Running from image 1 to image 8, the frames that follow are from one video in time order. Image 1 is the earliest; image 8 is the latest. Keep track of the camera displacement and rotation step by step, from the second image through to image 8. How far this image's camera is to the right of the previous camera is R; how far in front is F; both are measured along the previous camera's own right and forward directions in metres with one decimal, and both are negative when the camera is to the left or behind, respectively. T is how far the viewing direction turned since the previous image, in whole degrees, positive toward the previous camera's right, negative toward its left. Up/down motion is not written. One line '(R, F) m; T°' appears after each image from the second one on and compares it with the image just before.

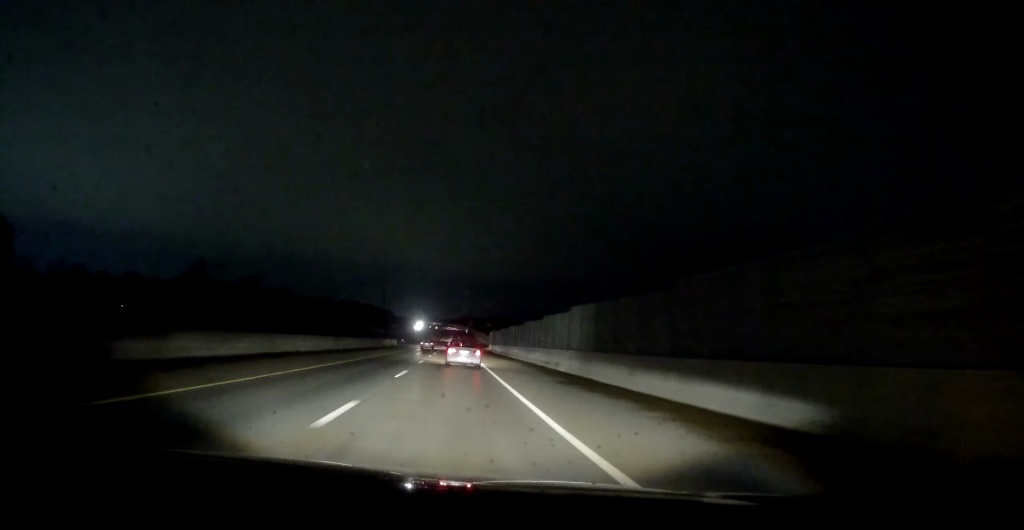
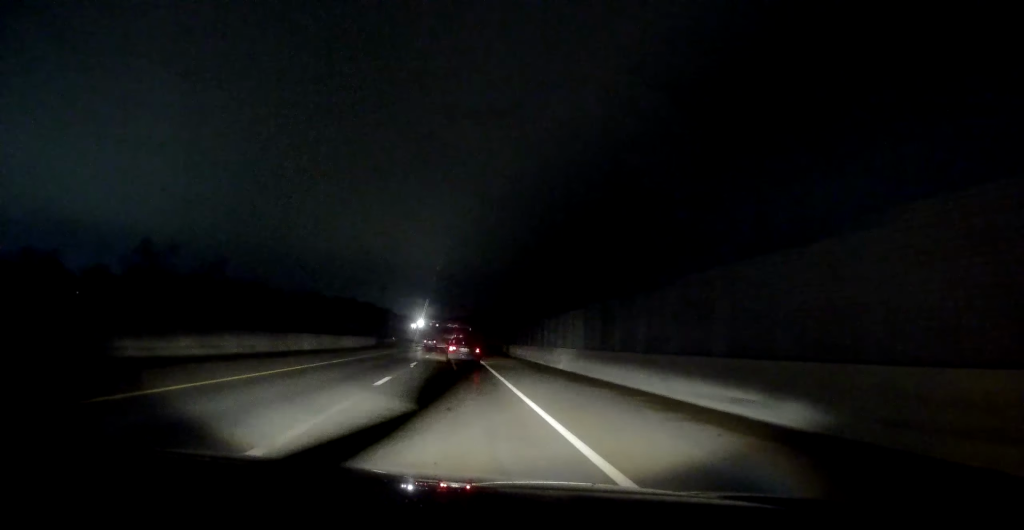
(+0.1, +29.4) m; +1°
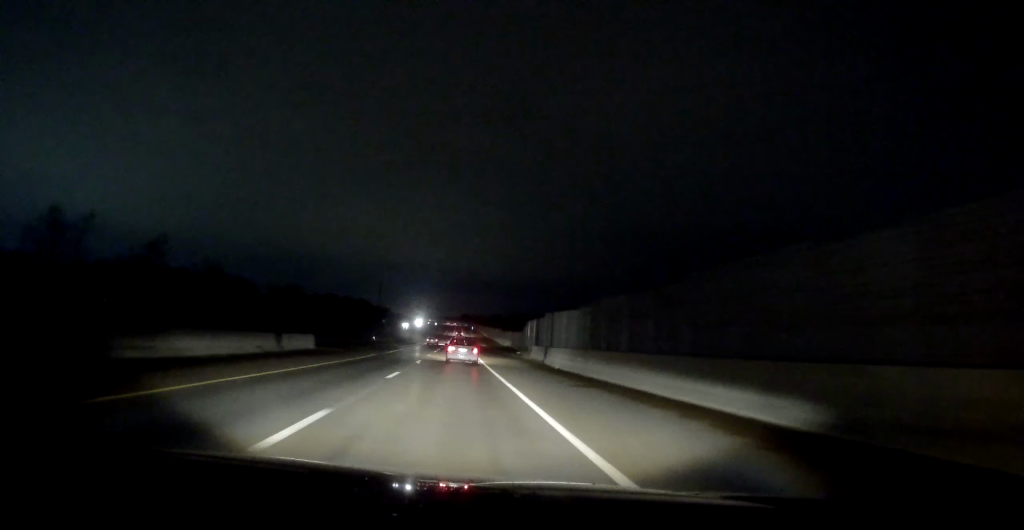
(+0.4, +33.4) m; 0°
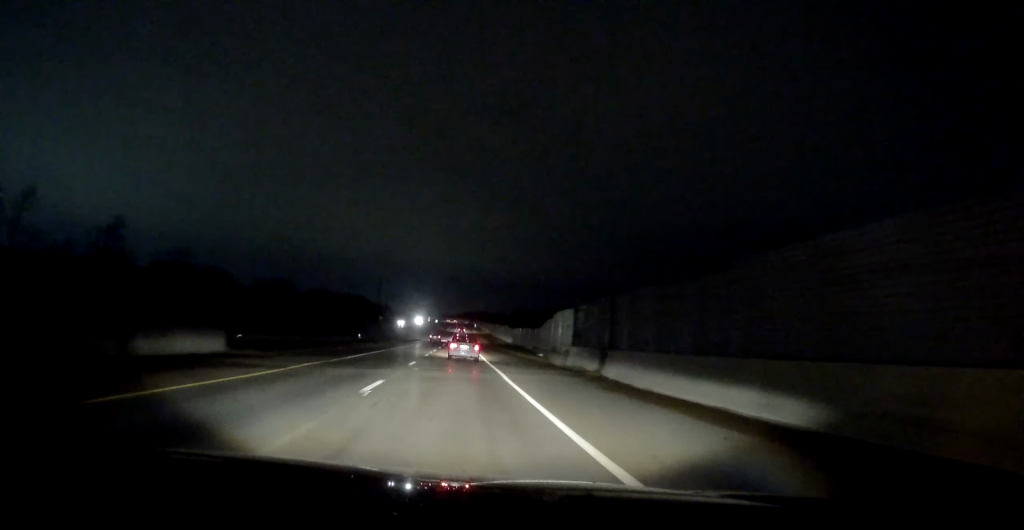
(-0.4, +17.7) m; -1°
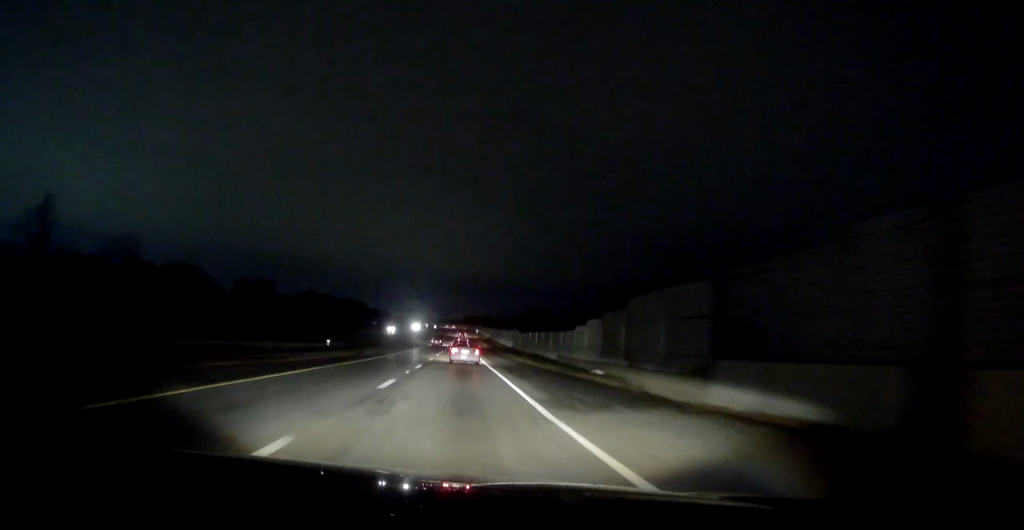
(-0.1, +21.7) m; 0°
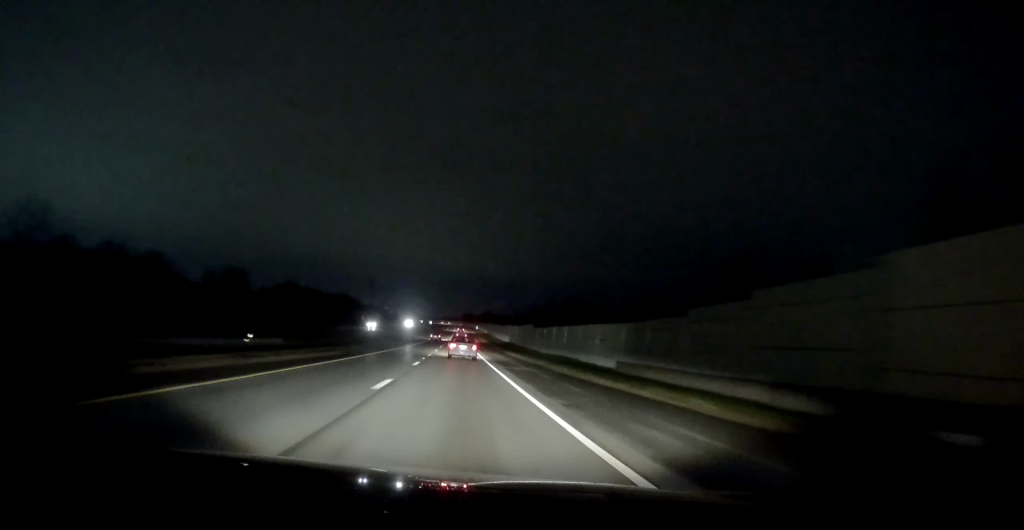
(+0.1, +26.6) m; +1°
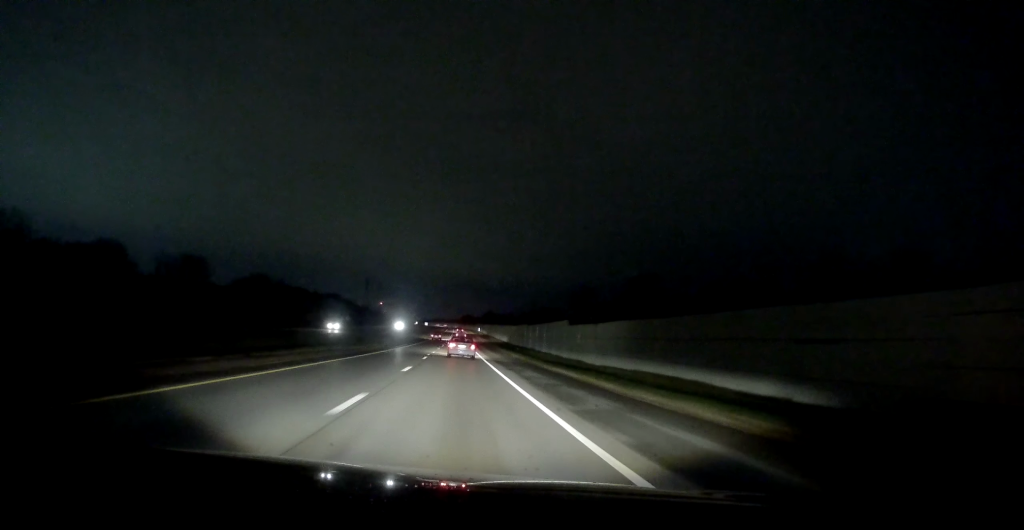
(+0.2, +29.3) m; 0°
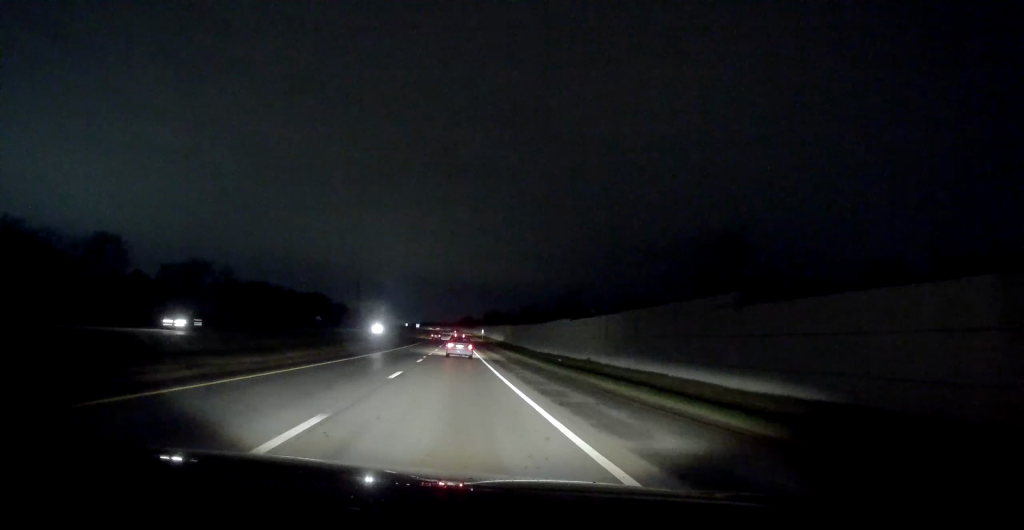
(+0.1, +38.9) m; 0°
